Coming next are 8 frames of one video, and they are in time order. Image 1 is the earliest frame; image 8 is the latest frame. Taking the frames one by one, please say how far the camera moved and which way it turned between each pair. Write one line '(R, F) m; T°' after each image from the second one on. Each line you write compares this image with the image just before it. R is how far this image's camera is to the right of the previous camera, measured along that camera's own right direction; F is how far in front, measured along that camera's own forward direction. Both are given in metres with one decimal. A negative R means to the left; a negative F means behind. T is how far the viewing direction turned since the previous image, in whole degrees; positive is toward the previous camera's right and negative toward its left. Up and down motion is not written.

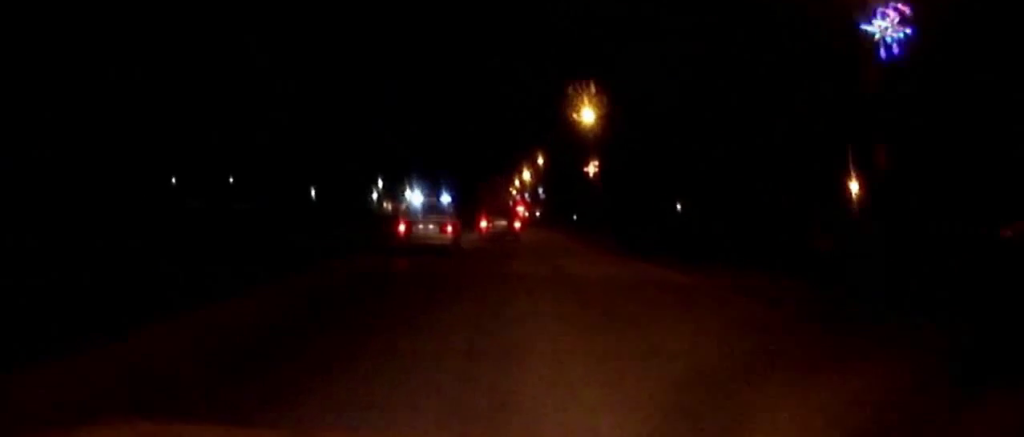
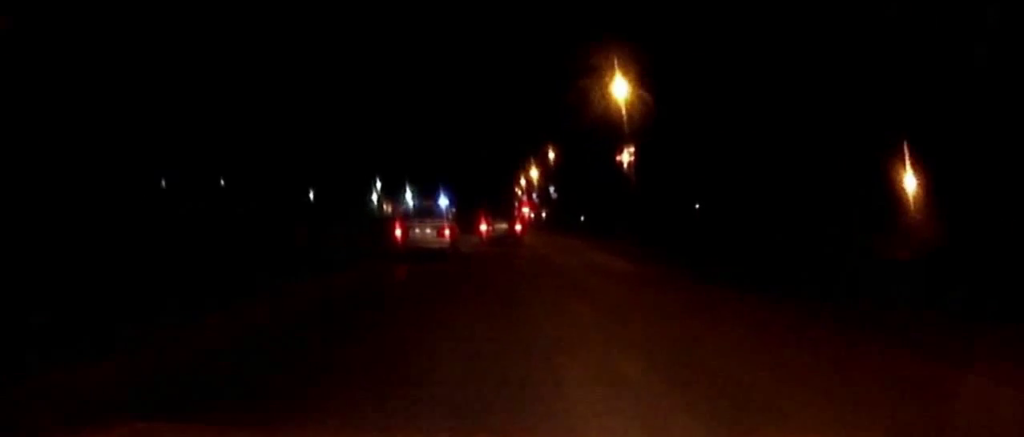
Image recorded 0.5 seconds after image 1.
(-0.1, +12.6) m; 0°
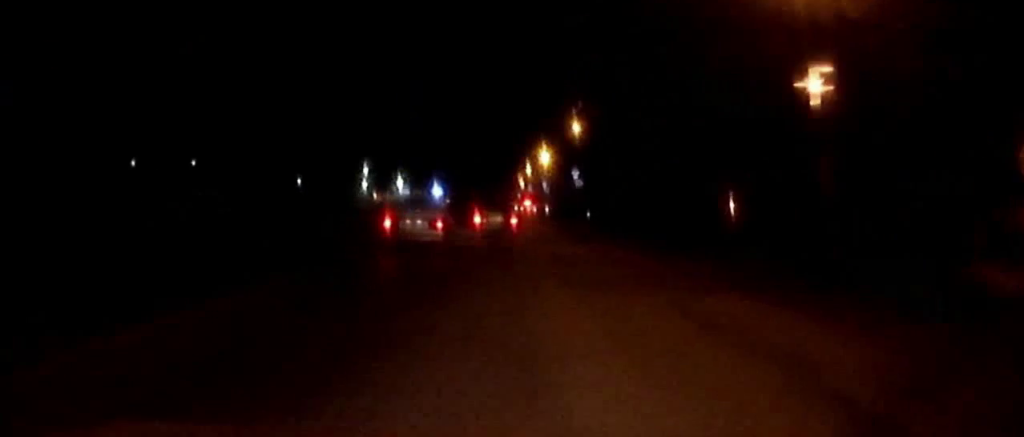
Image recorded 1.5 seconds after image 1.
(-0.1, +26.0) m; 0°
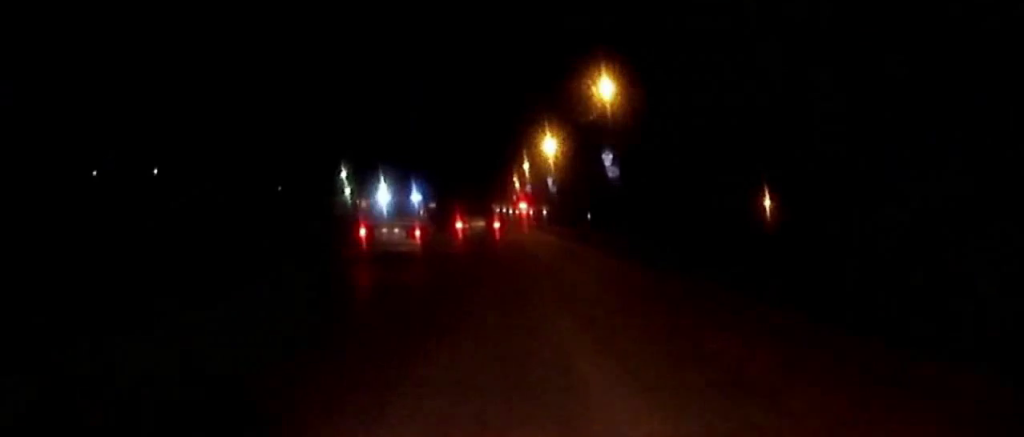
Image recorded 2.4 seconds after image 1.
(-0.1, +20.5) m; 0°
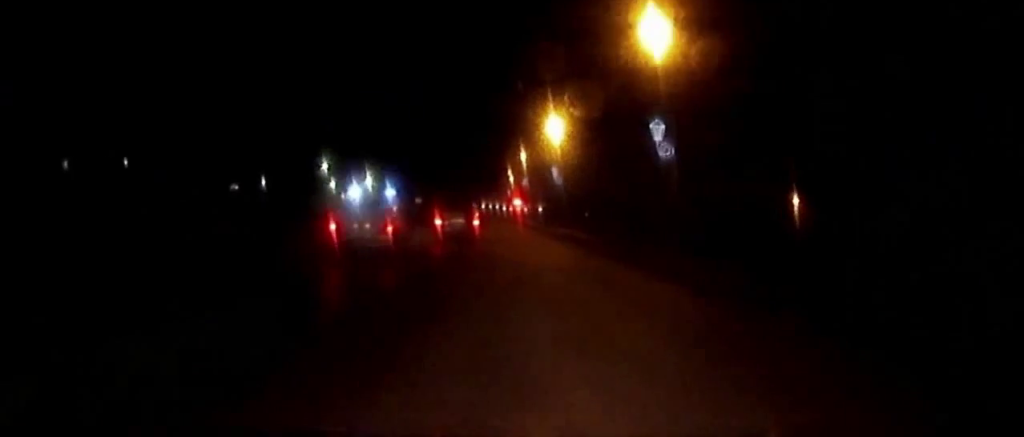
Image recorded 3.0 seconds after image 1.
(+0.1, +15.3) m; 0°
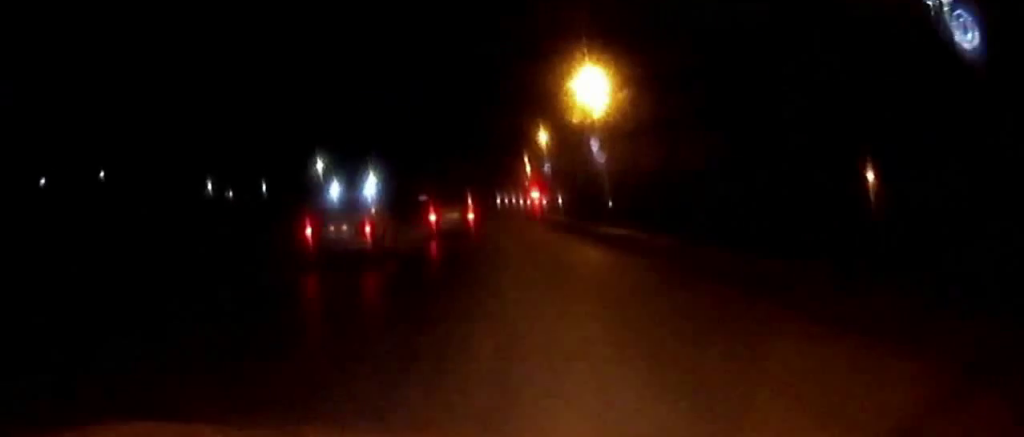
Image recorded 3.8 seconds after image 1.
(+0.1, +20.0) m; 0°
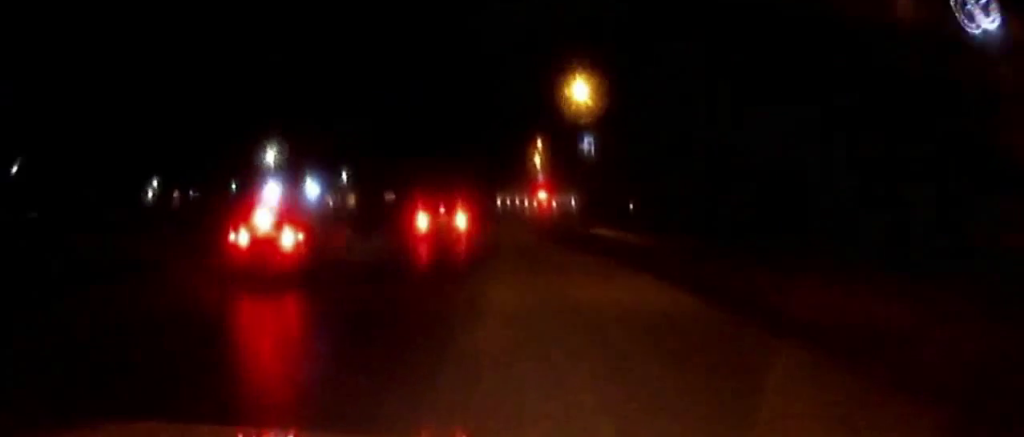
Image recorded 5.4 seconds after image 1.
(-0.2, +36.9) m; -1°
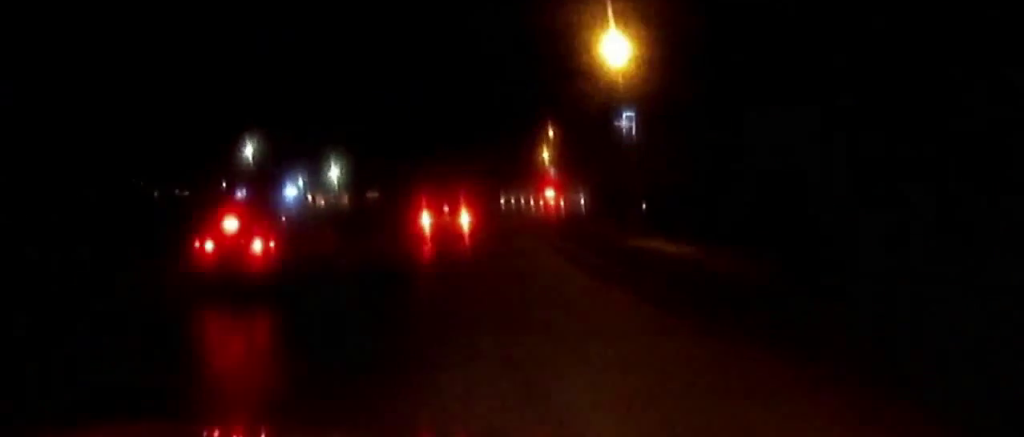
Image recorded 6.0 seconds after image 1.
(0.0, +12.9) m; 0°
